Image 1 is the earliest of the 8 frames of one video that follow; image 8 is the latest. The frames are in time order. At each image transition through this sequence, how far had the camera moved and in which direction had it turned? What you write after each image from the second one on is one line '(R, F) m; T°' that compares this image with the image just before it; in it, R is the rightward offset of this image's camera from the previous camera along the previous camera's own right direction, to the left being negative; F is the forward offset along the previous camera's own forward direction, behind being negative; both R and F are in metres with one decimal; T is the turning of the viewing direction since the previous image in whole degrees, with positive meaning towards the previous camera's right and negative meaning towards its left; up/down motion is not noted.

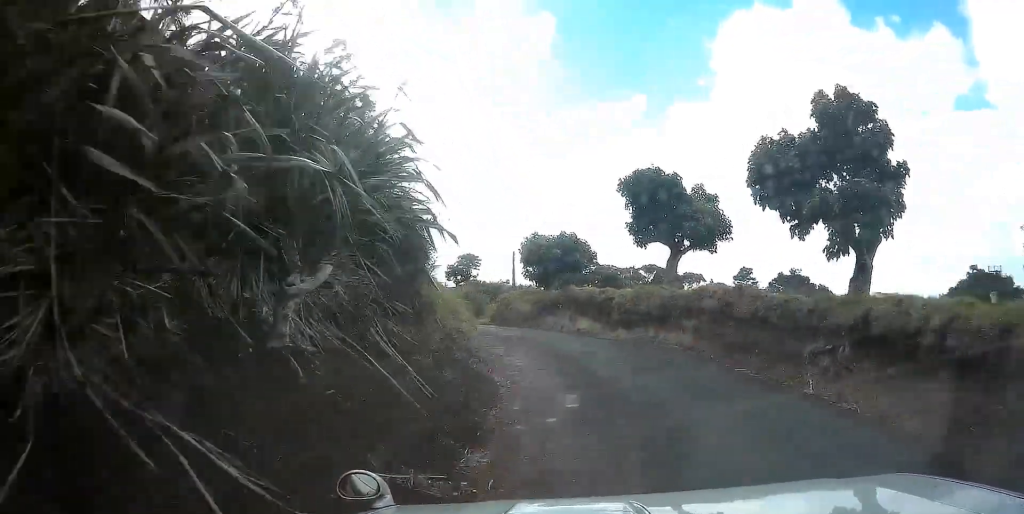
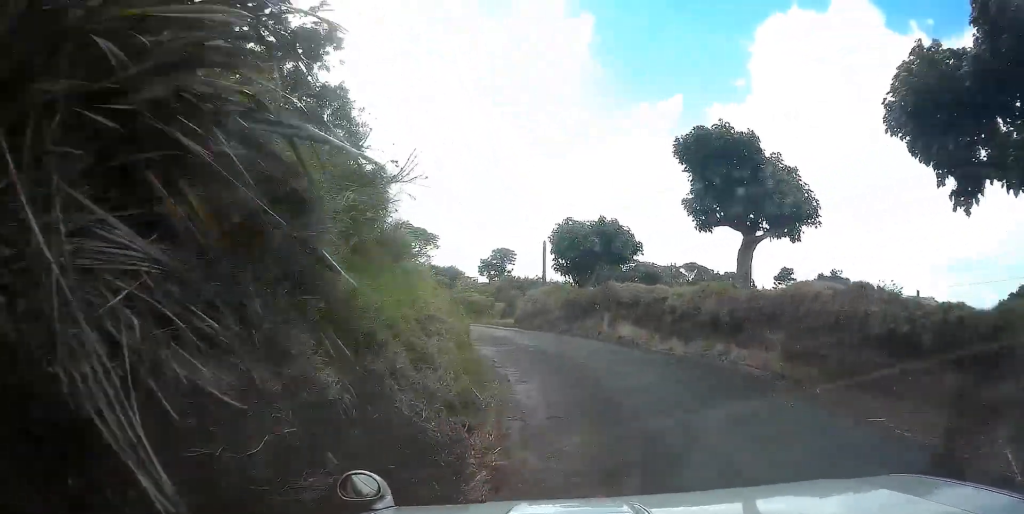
(-0.1, +4.7) m; -4°
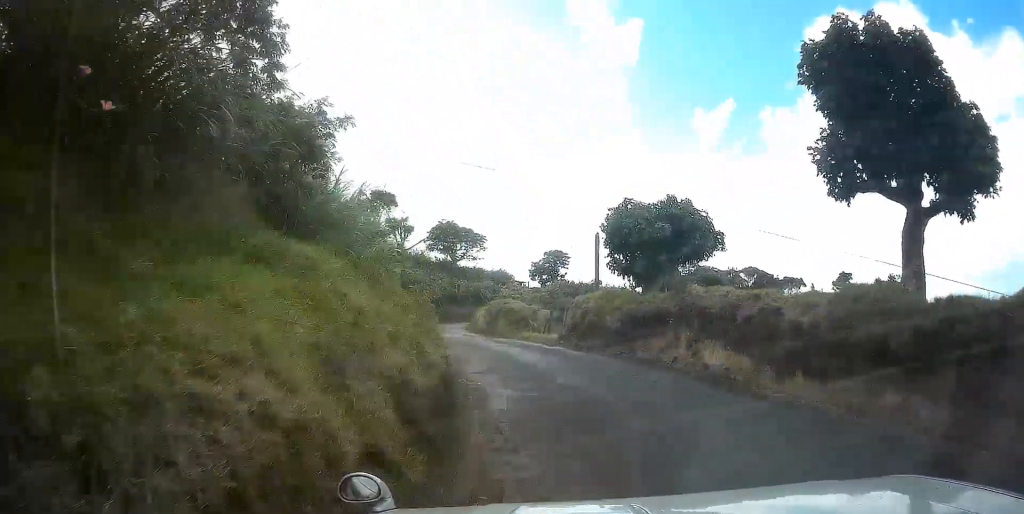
(-0.3, +5.7) m; -6°
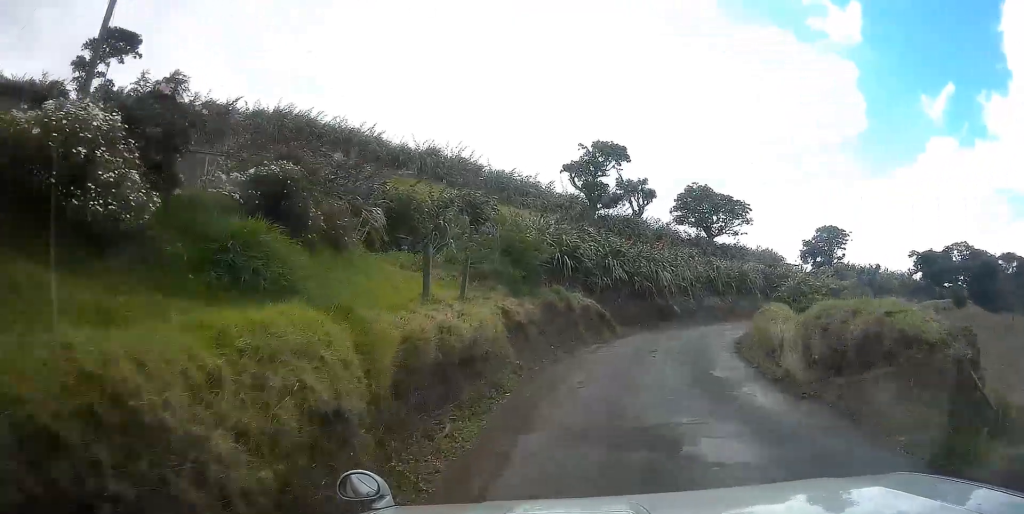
(-3.4, +17.7) m; -18°
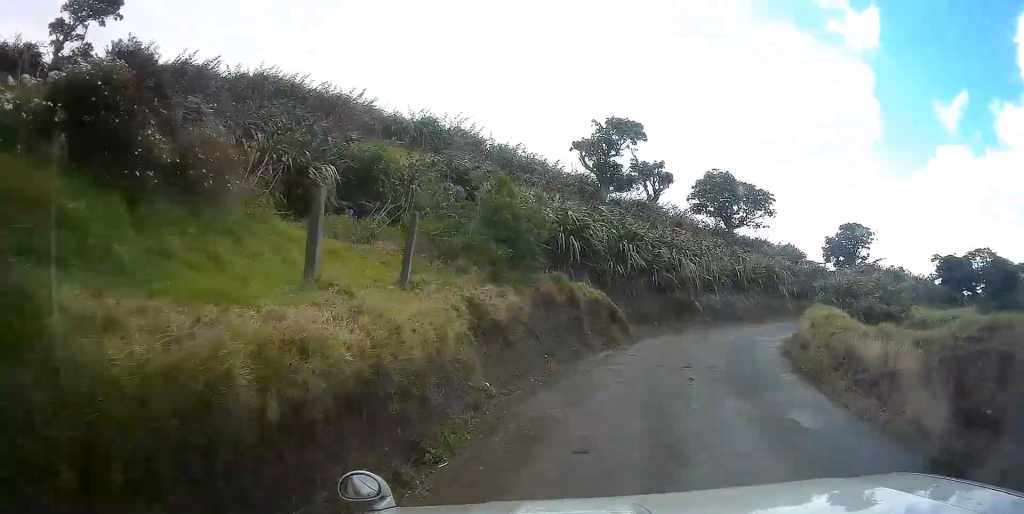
(-0.1, +4.4) m; -2°
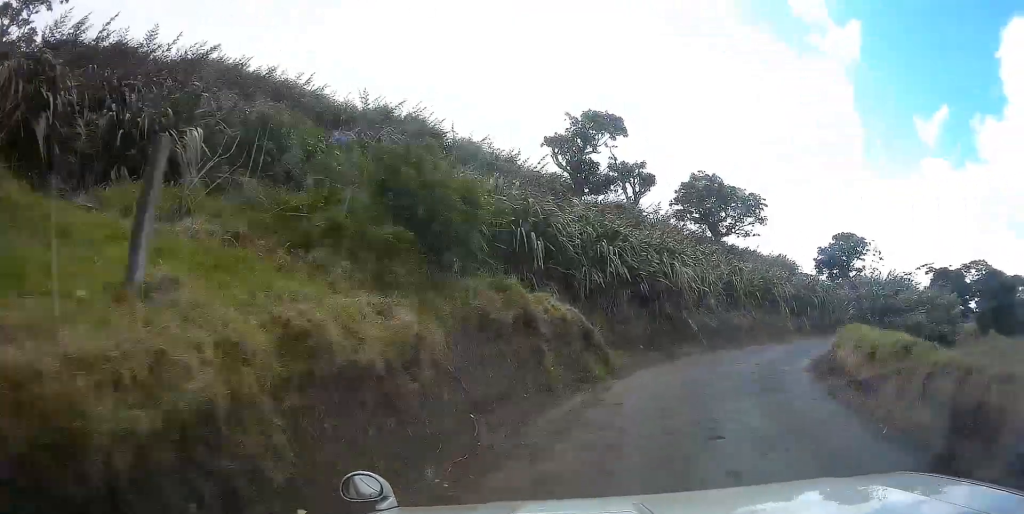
(0.0, +4.7) m; +3°
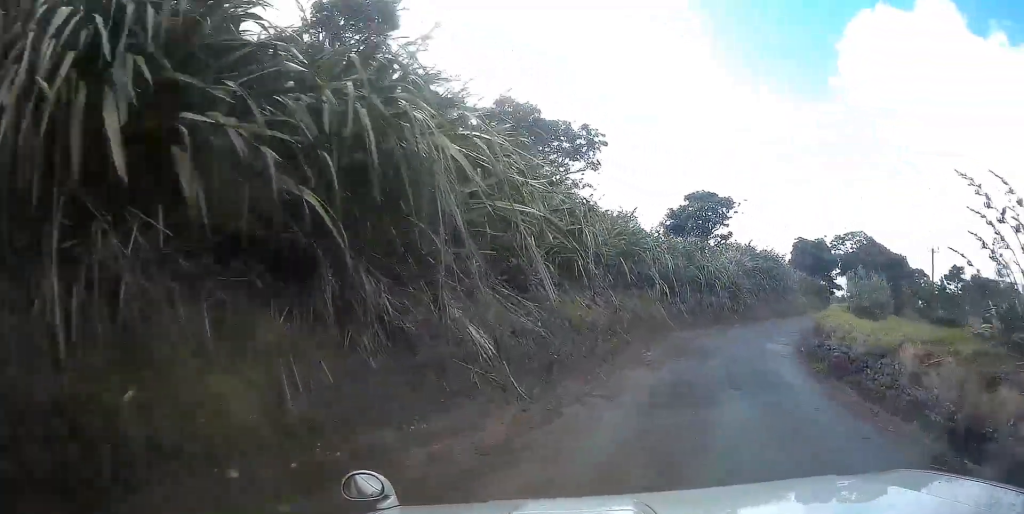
(+1.7, +14.9) m; +16°
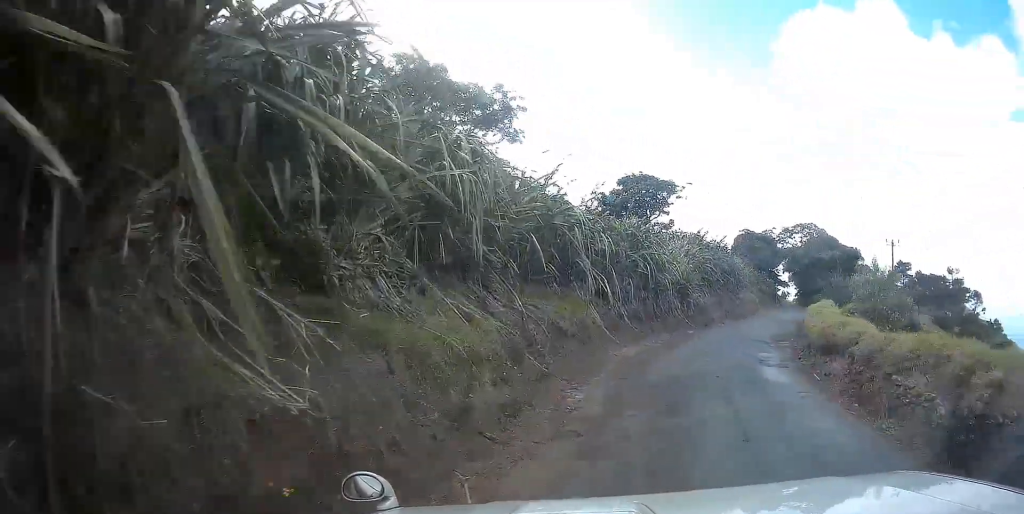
(+0.2, +6.0) m; +7°
